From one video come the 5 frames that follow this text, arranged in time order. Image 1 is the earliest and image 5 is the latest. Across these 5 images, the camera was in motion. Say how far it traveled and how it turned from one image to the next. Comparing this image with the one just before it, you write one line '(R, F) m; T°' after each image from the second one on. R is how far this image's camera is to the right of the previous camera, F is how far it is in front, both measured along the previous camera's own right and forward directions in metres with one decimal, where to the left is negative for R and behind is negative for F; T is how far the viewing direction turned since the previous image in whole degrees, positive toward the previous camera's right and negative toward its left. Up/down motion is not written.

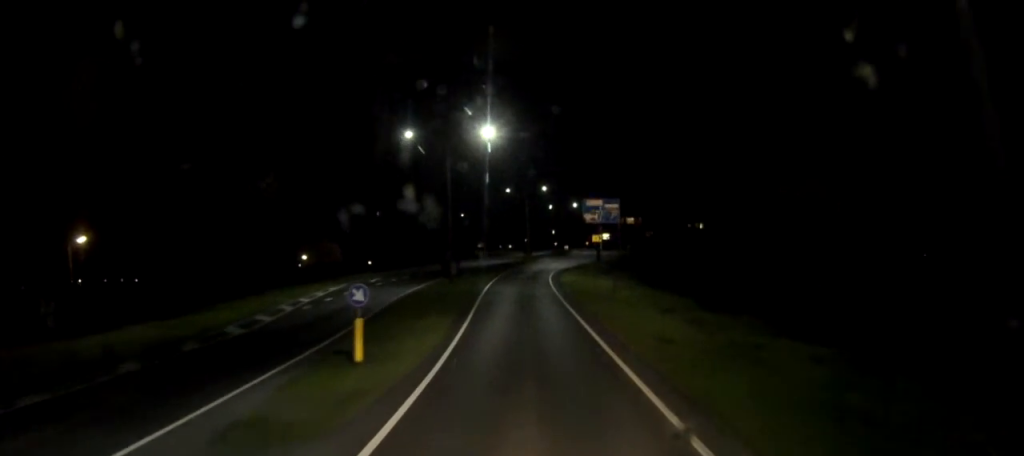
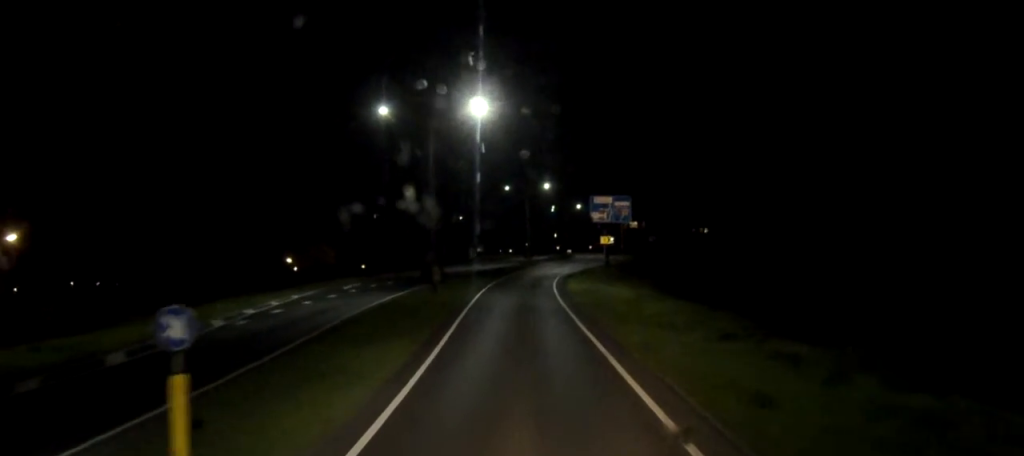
(0.0, +7.3) m; +1°
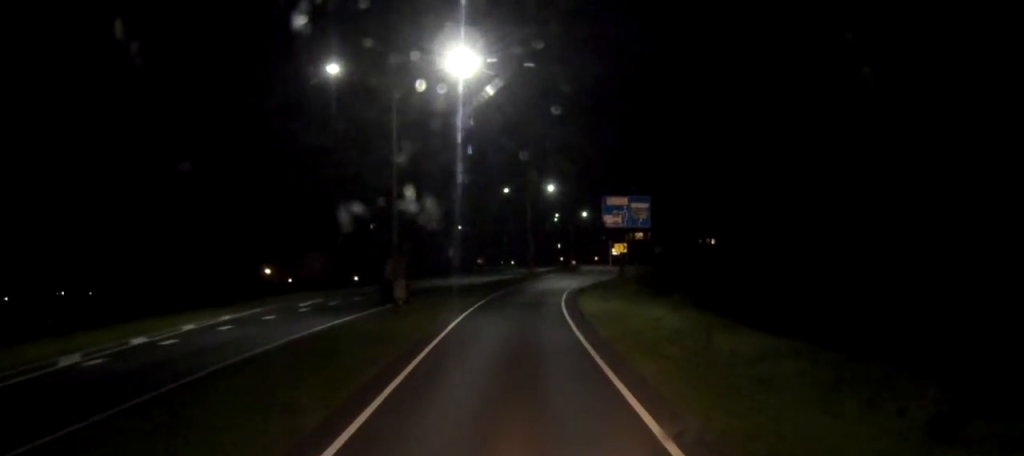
(+0.1, +9.0) m; 0°
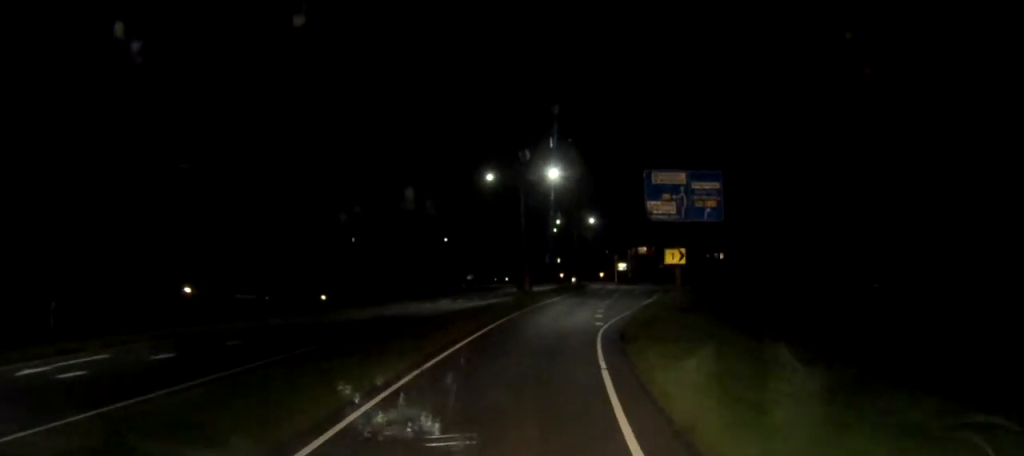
(+0.1, +20.8) m; +1°
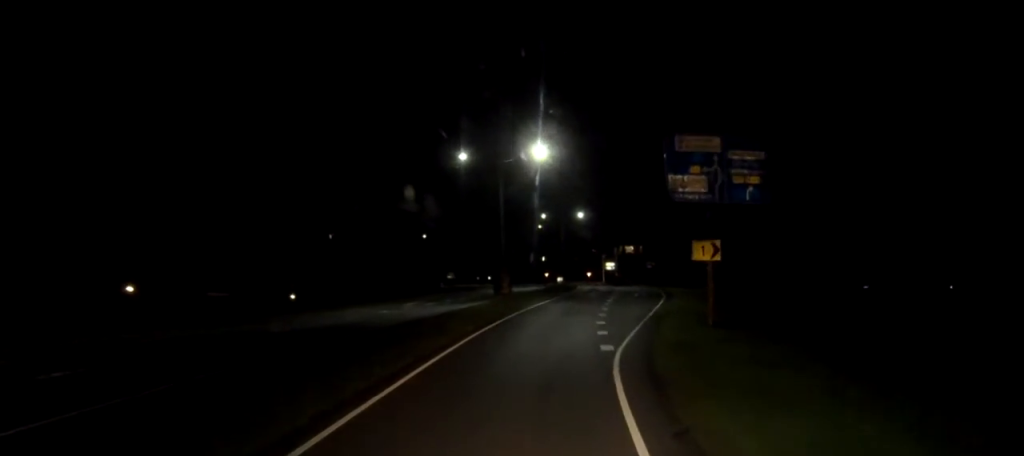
(+0.1, +8.1) m; +2°
